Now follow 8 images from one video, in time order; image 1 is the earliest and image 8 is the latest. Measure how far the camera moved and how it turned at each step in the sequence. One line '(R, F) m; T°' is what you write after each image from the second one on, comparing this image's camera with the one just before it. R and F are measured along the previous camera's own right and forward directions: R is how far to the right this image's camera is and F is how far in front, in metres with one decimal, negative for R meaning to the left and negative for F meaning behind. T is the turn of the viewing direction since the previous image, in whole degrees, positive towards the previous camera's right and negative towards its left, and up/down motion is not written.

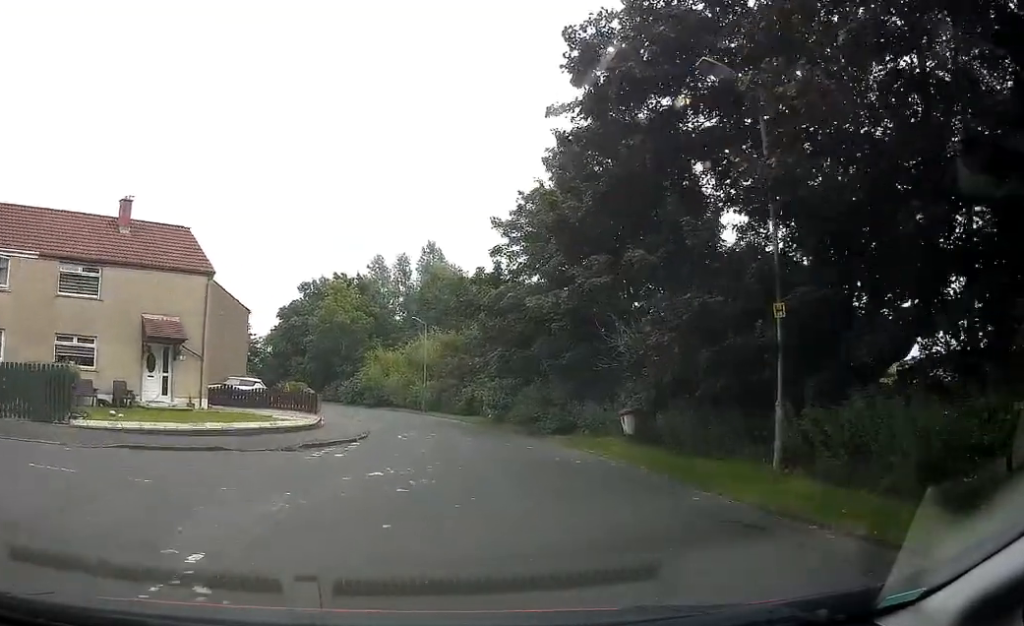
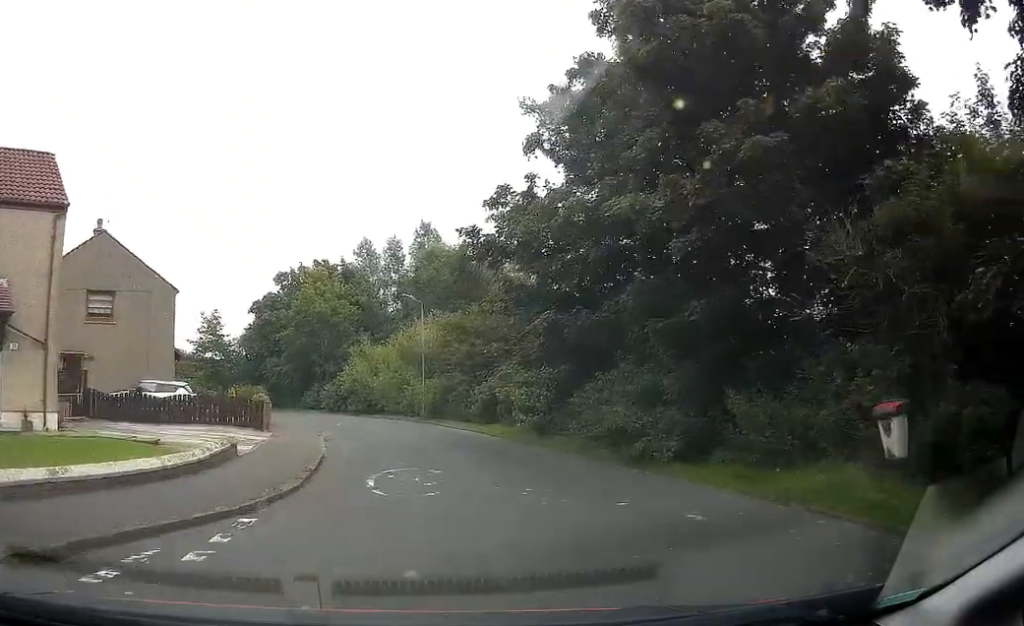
(+0.5, +11.9) m; +1°
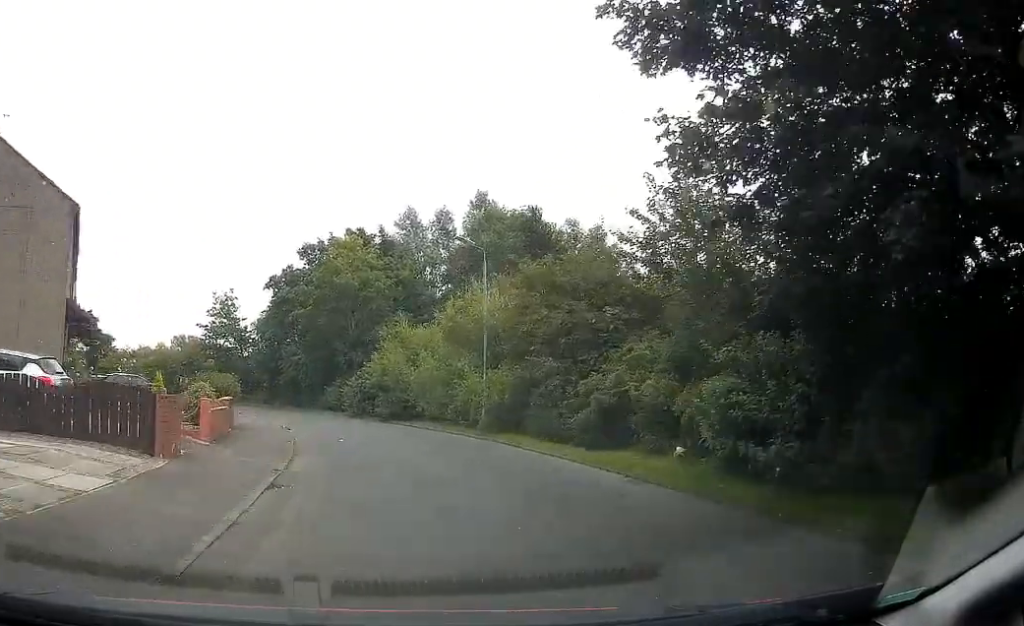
(-0.7, +12.8) m; -7°
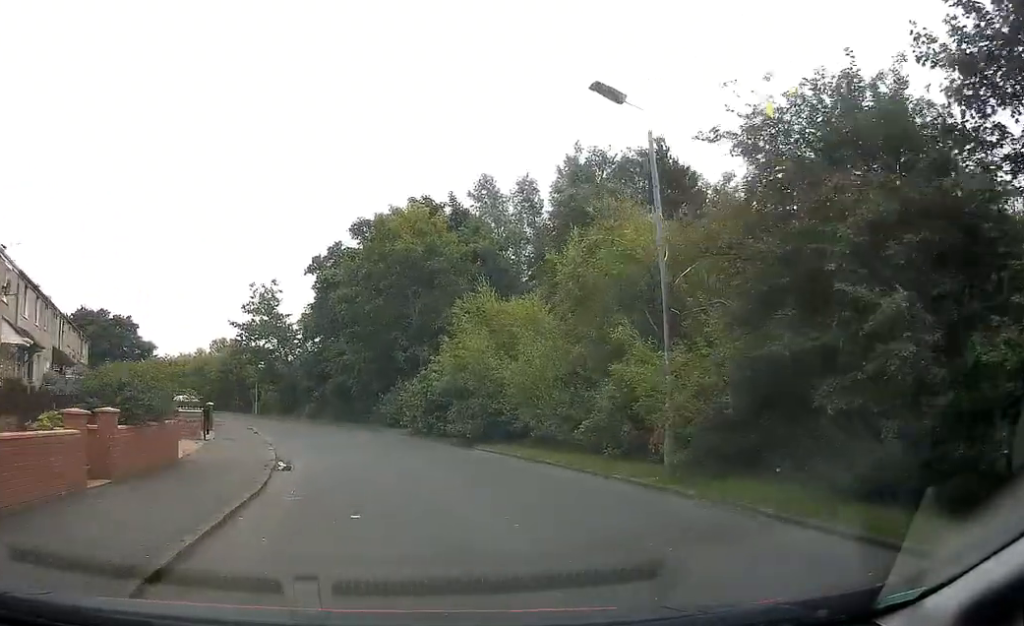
(-1.2, +12.0) m; -10°
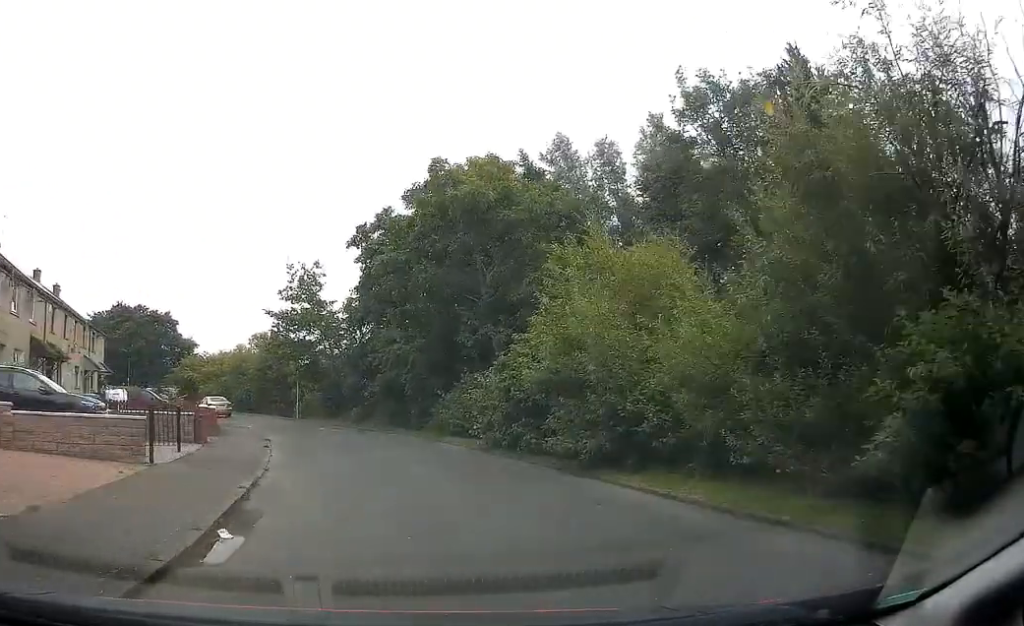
(0.0, +8.1) m; -4°
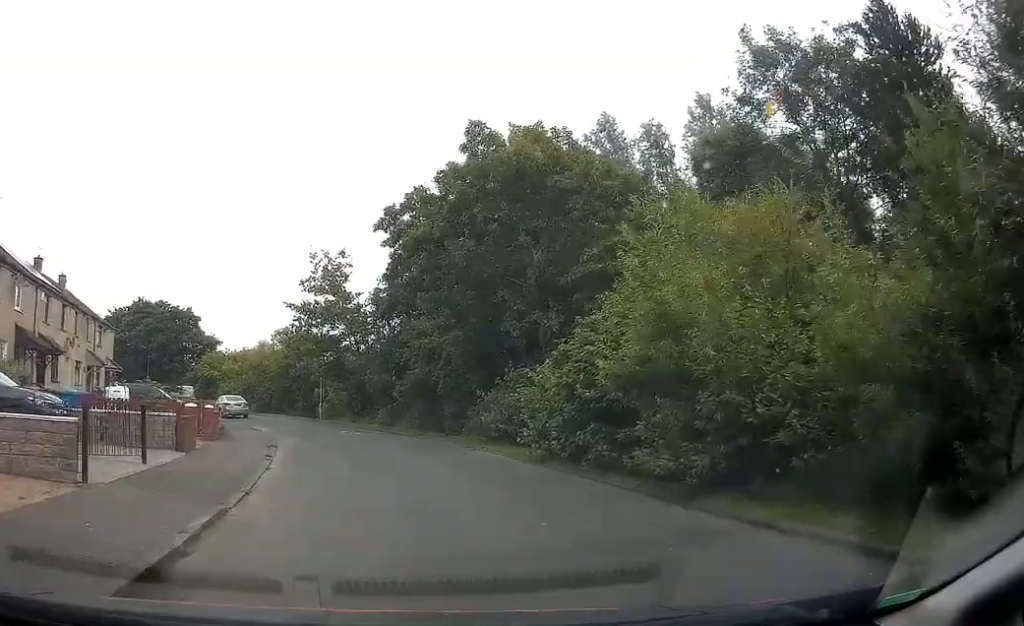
(-0.2, +3.4) m; -2°
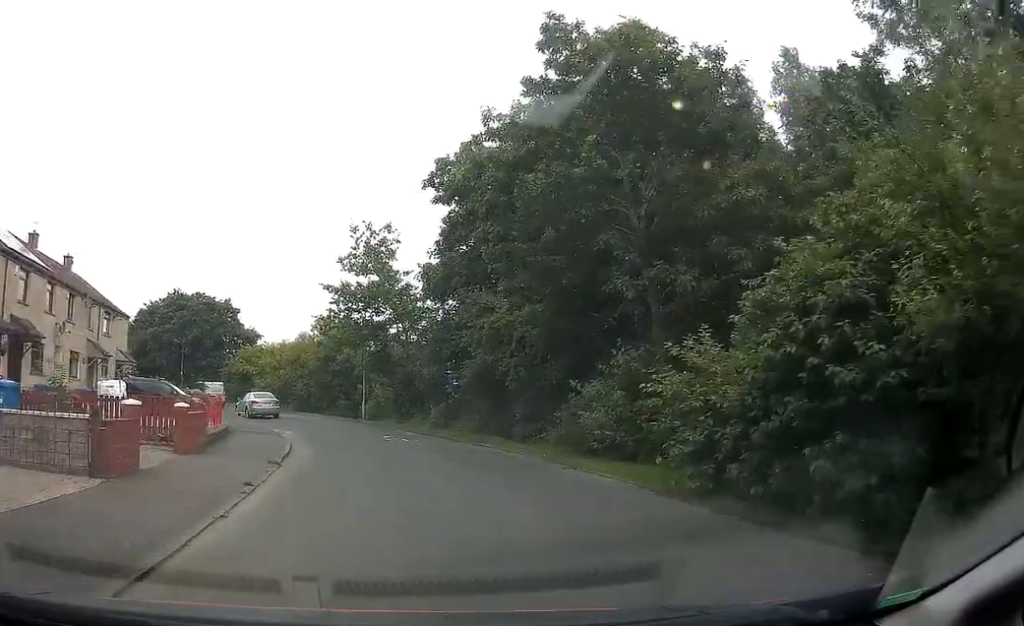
(-0.2, +6.2) m; -3°
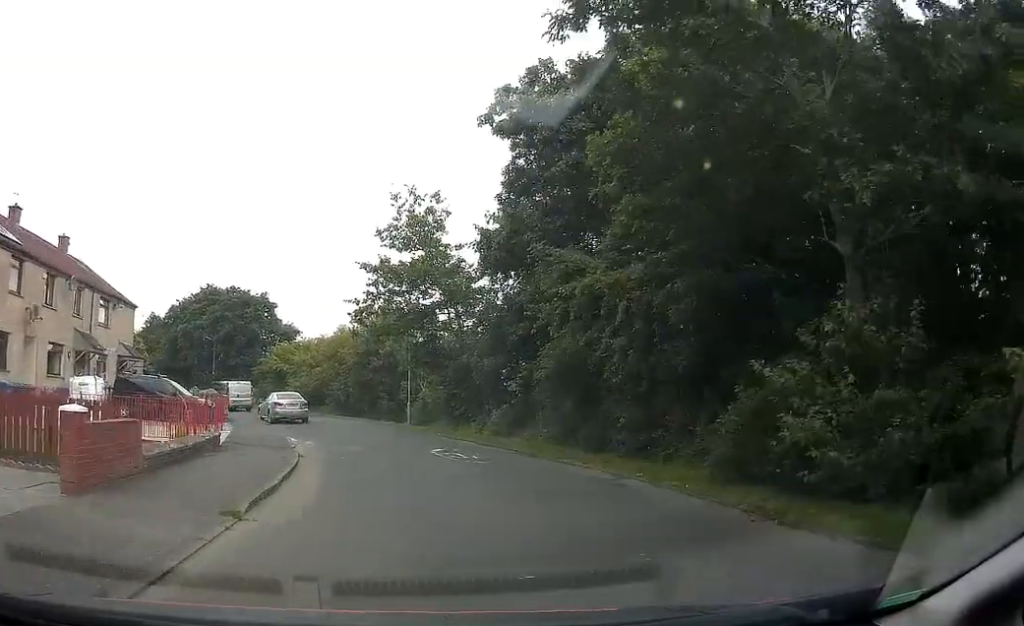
(-0.1, +6.3) m; -3°
